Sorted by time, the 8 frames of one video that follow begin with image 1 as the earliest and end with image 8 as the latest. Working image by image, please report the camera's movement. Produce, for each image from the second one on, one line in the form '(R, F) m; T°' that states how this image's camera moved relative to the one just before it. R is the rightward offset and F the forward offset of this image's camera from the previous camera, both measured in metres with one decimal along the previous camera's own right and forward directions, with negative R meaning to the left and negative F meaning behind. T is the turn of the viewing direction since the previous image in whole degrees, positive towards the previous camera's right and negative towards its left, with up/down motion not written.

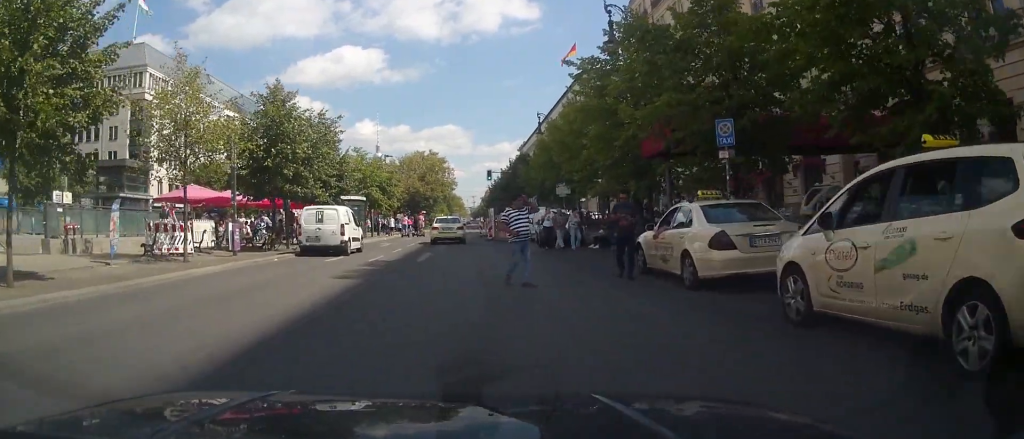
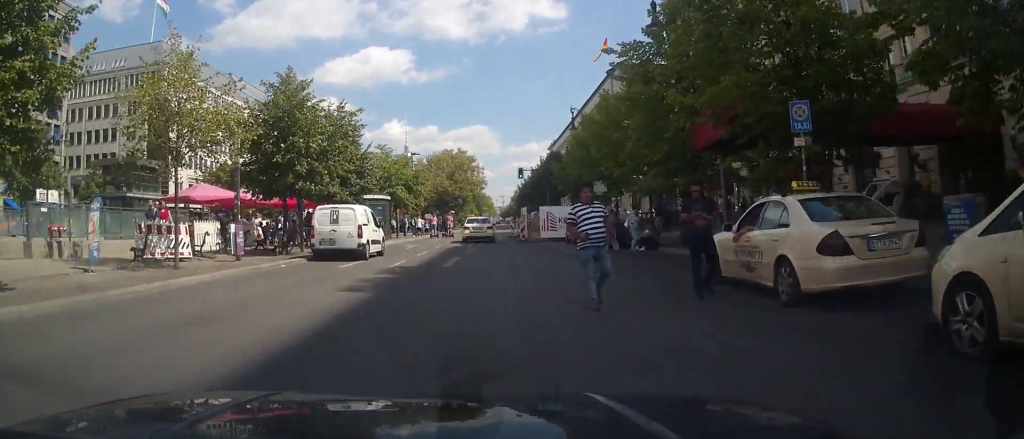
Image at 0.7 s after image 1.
(0.0, +2.3) m; 0°
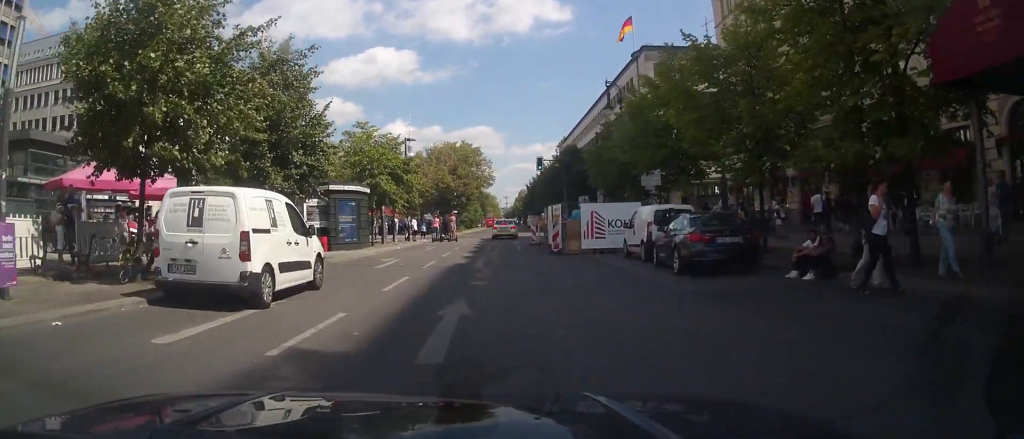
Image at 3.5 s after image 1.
(-0.6, +10.3) m; -7°
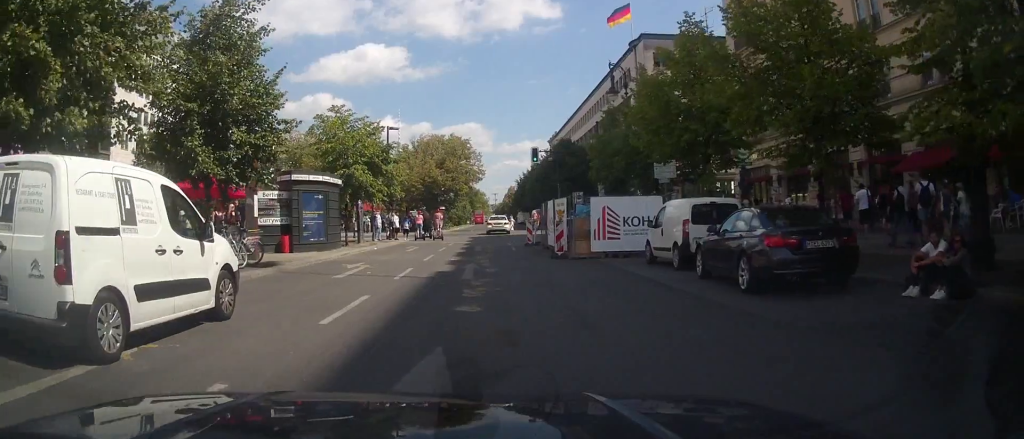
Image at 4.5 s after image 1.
(0.0, +4.1) m; +4°
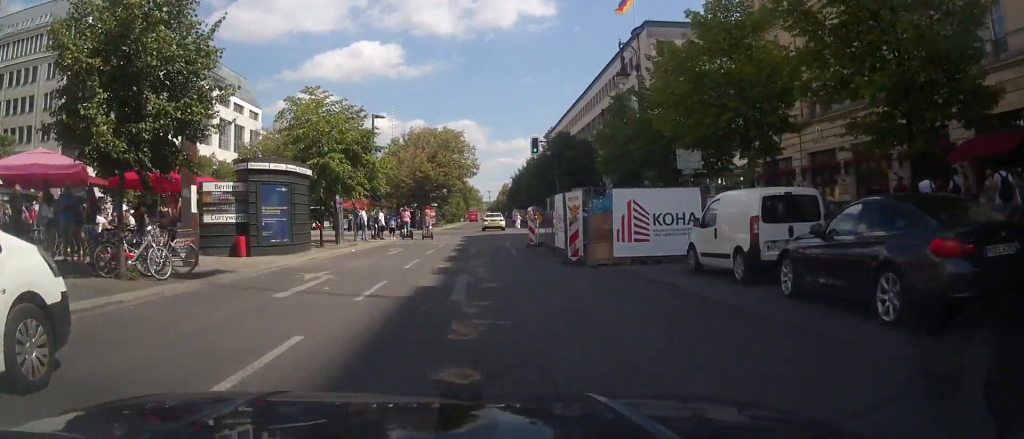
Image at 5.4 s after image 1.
(+0.2, +3.9) m; +2°
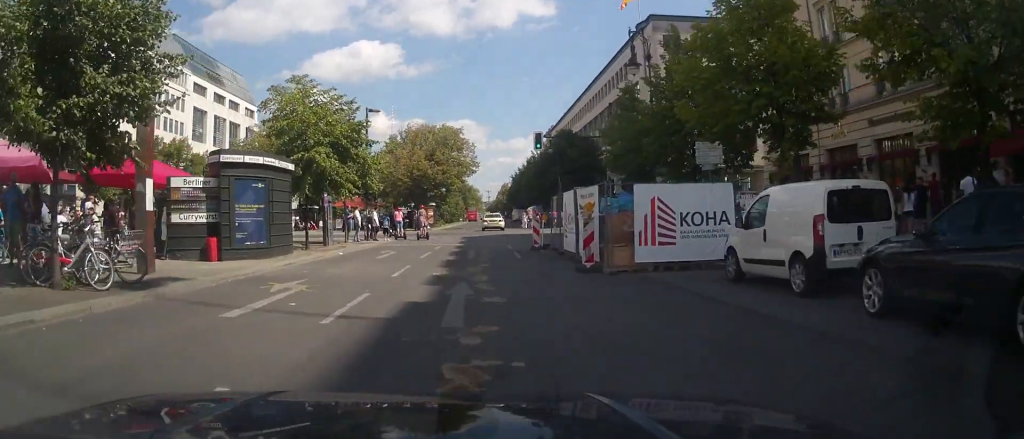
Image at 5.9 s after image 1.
(-0.1, +2.1) m; -1°
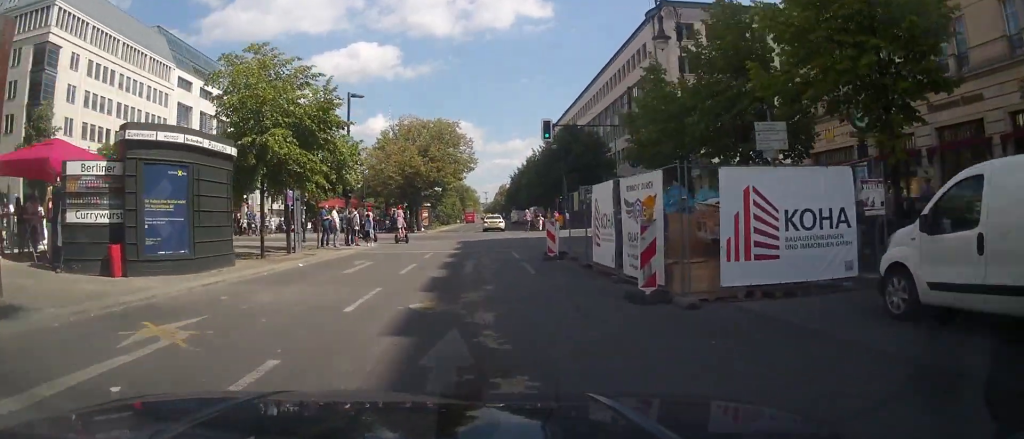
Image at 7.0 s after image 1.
(-0.1, +4.7) m; -1°
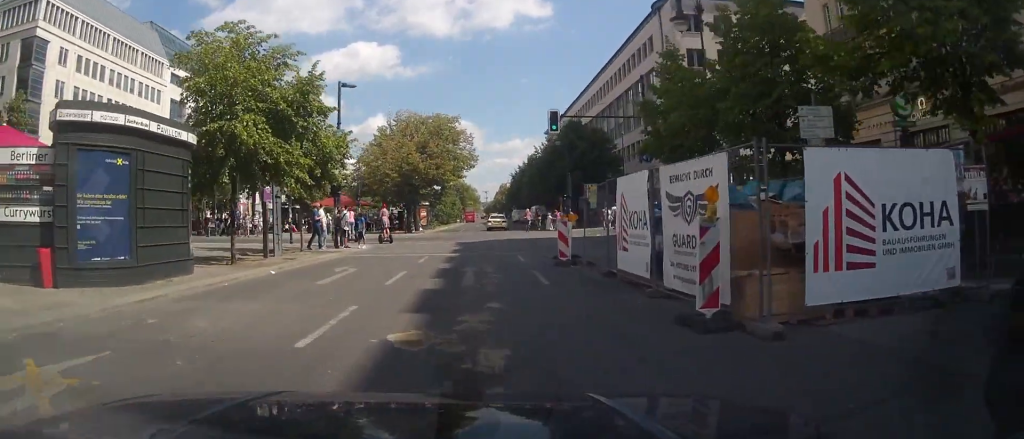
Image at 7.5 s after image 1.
(0.0, +2.3) m; 0°
